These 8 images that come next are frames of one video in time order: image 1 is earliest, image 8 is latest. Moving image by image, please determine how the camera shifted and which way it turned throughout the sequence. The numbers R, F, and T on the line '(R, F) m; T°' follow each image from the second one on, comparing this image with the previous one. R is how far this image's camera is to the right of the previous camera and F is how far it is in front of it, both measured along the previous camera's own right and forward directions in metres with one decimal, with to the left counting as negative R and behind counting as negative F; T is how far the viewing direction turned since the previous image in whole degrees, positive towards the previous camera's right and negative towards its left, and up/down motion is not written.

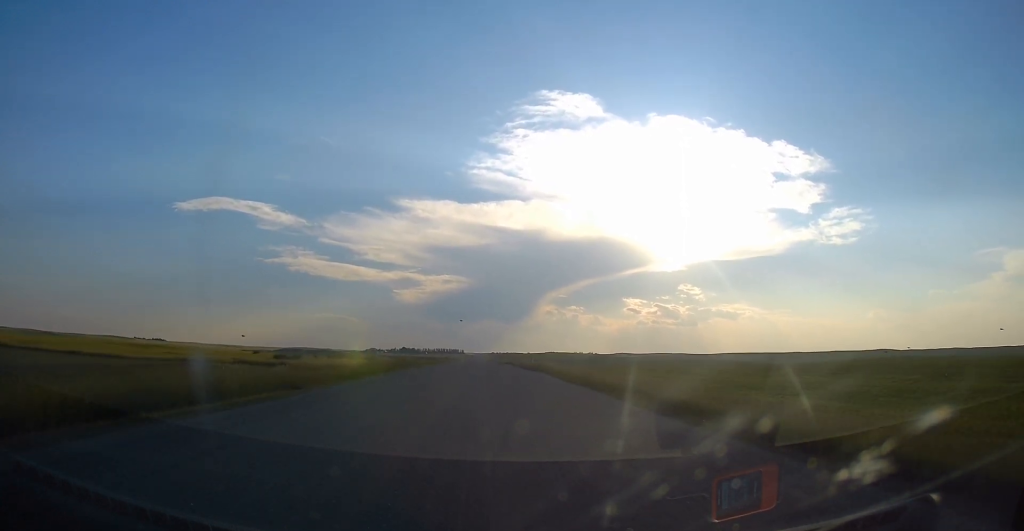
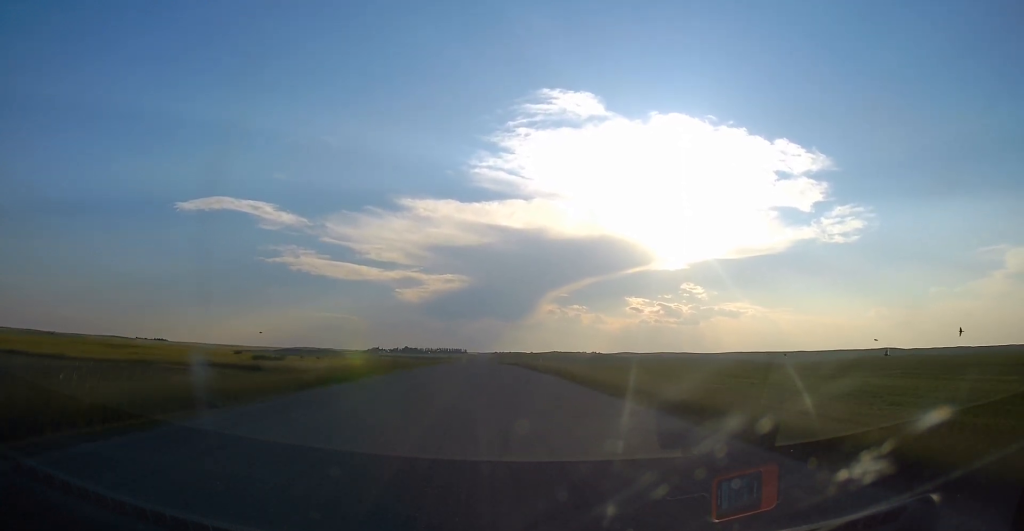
(0.0, +8.1) m; 0°
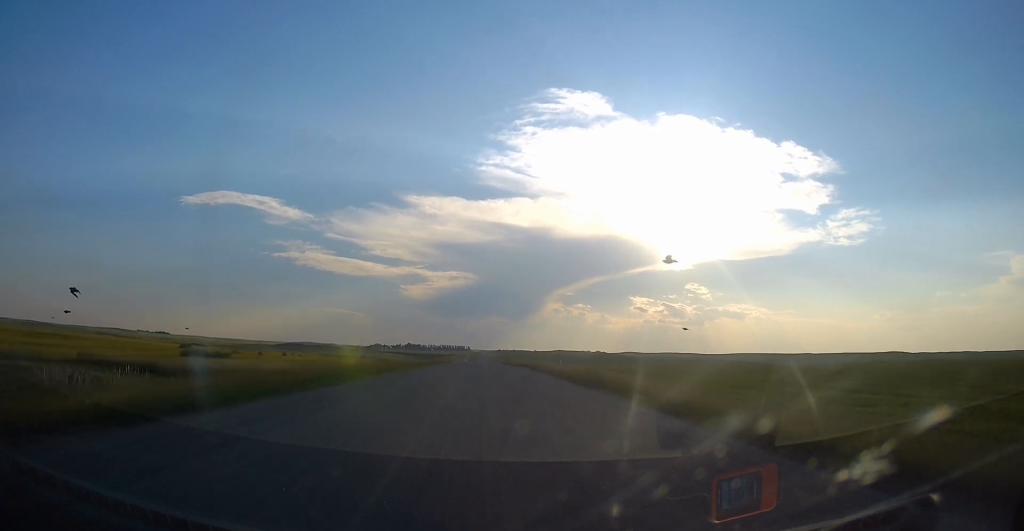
(0.0, +16.7) m; 0°
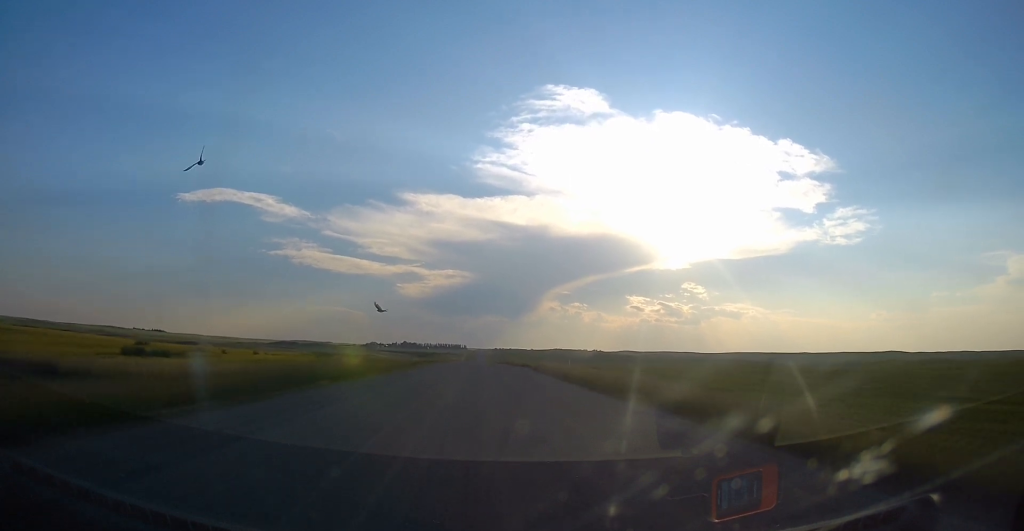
(0.0, +8.5) m; 0°
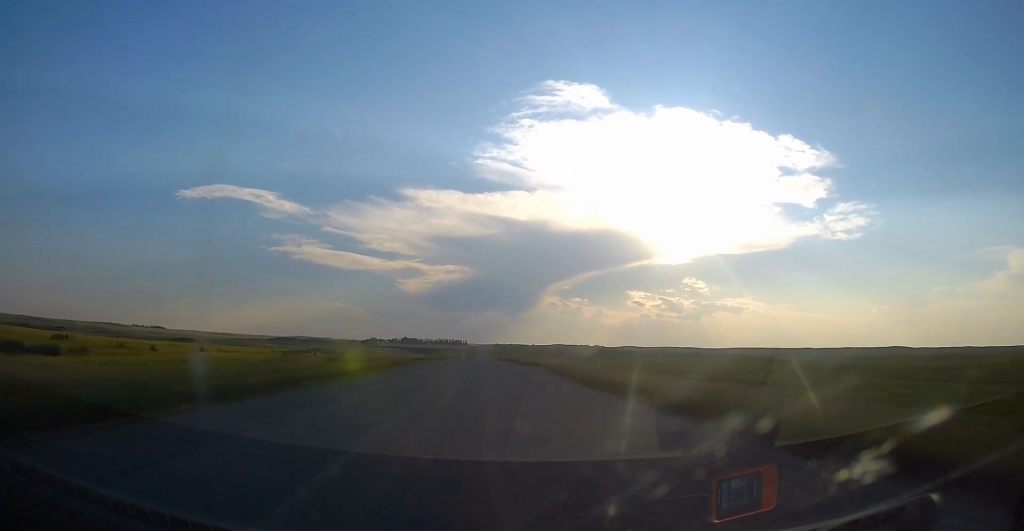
(0.0, +13.1) m; 0°
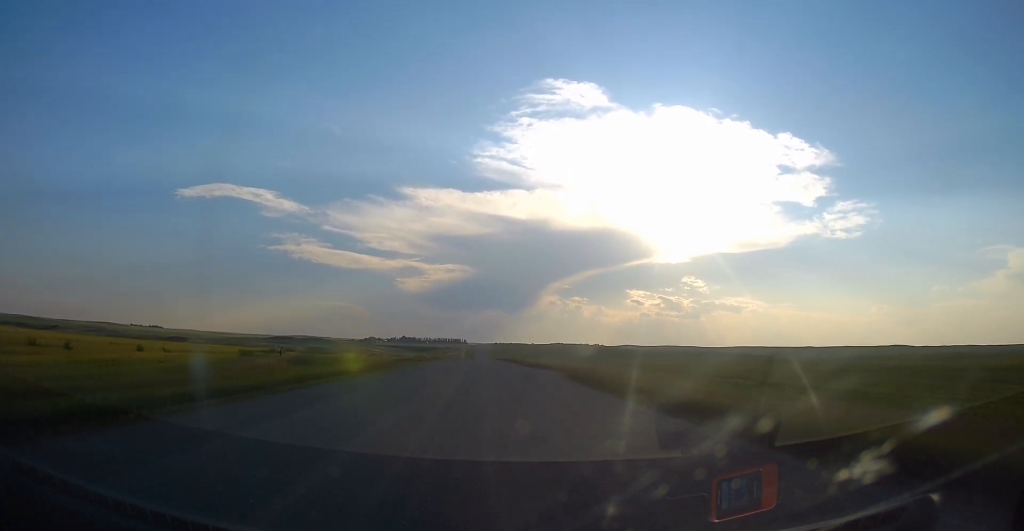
(0.0, +10.1) m; 0°
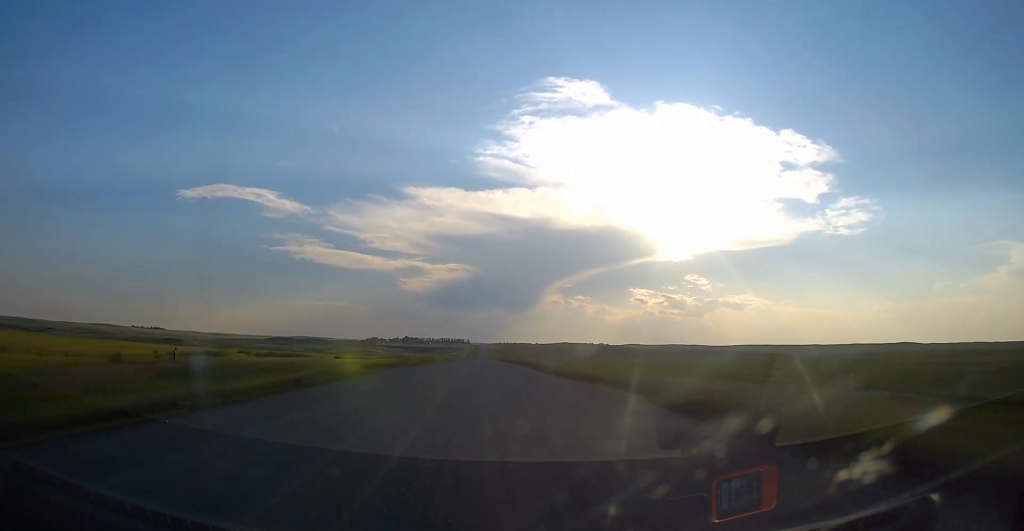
(+0.2, +18.3) m; +1°
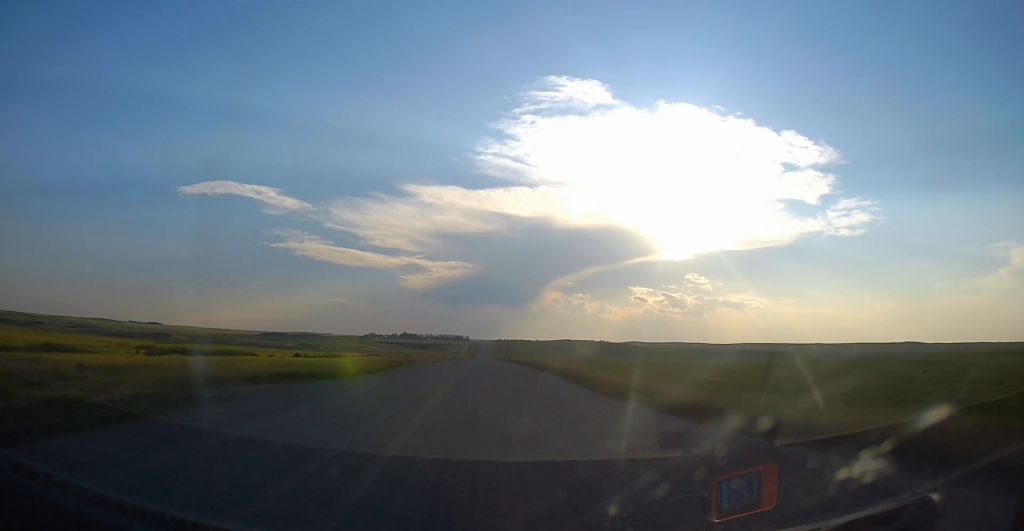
(0.0, +21.7) m; -1°
